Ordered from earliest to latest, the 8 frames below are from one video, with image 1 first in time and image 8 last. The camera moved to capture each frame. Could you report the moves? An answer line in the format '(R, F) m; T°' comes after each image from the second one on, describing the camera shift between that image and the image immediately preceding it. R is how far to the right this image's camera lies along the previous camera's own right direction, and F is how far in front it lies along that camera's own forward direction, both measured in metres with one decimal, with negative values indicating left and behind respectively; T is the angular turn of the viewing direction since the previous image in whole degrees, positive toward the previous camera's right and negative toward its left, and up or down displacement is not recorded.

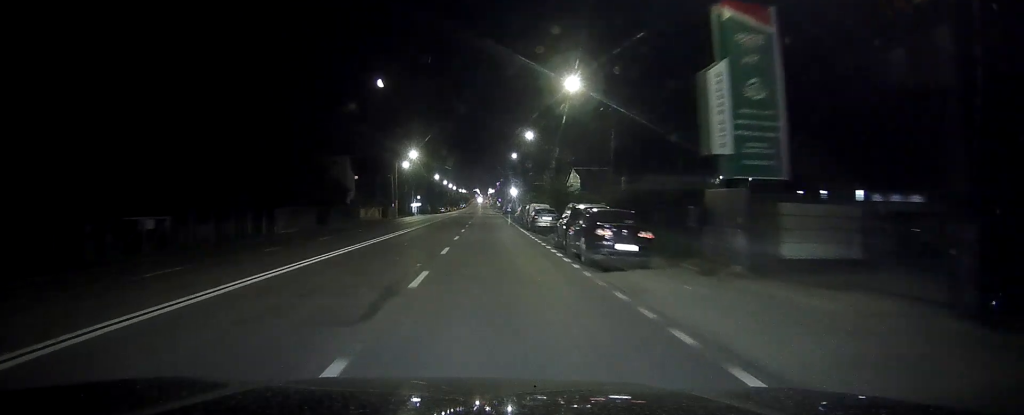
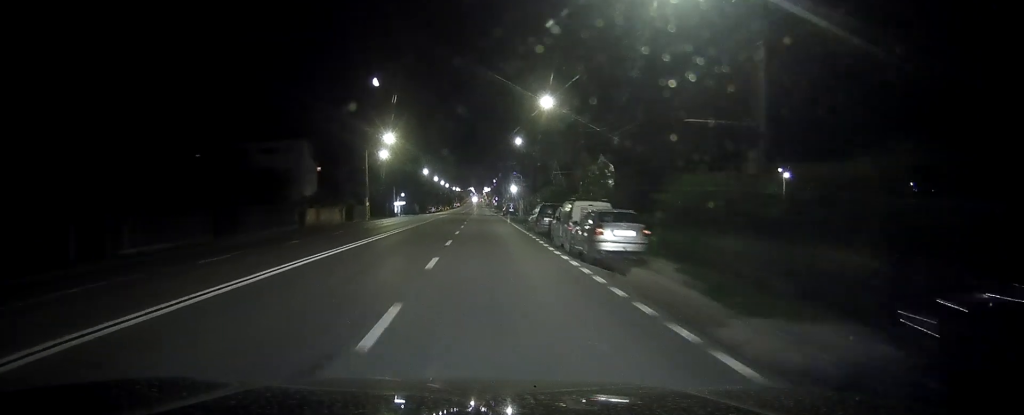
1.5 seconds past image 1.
(-0.1, +23.4) m; 0°
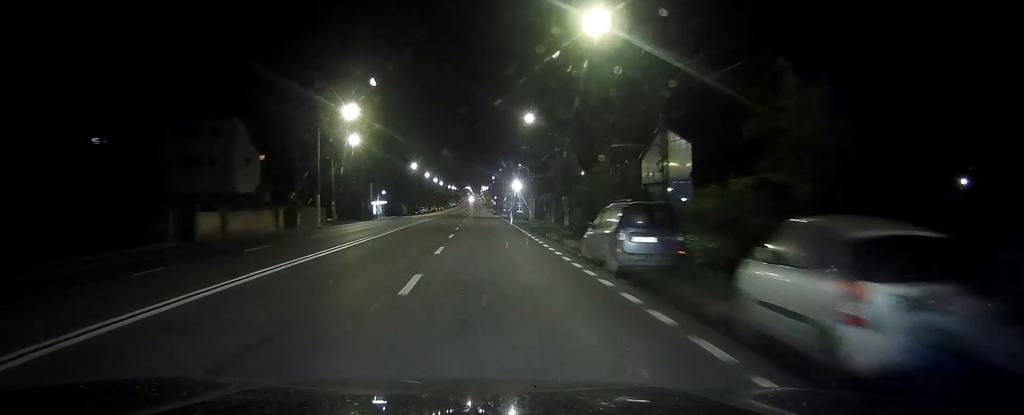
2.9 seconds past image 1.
(+0.1, +22.8) m; 0°
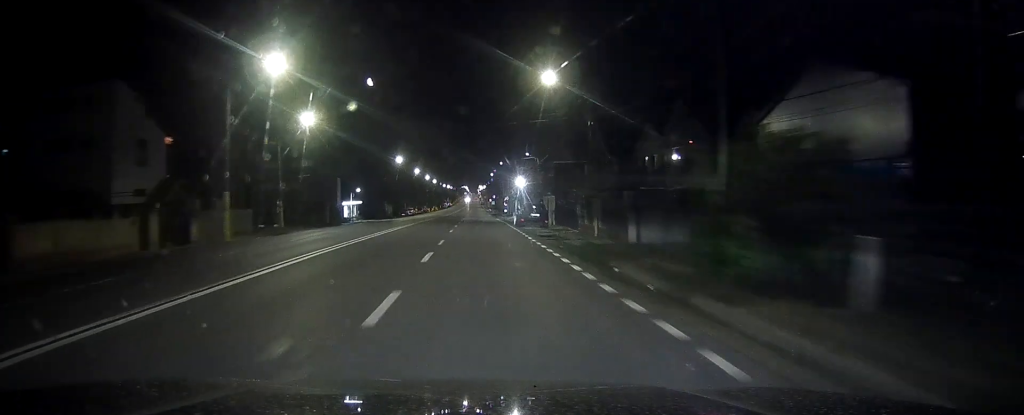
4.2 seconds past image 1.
(0.0, +20.7) m; 0°
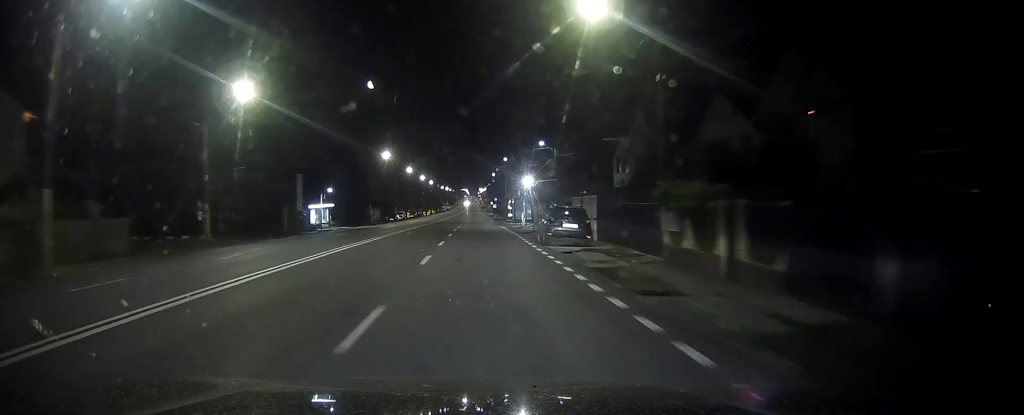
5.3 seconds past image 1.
(+0.1, +16.9) m; +1°
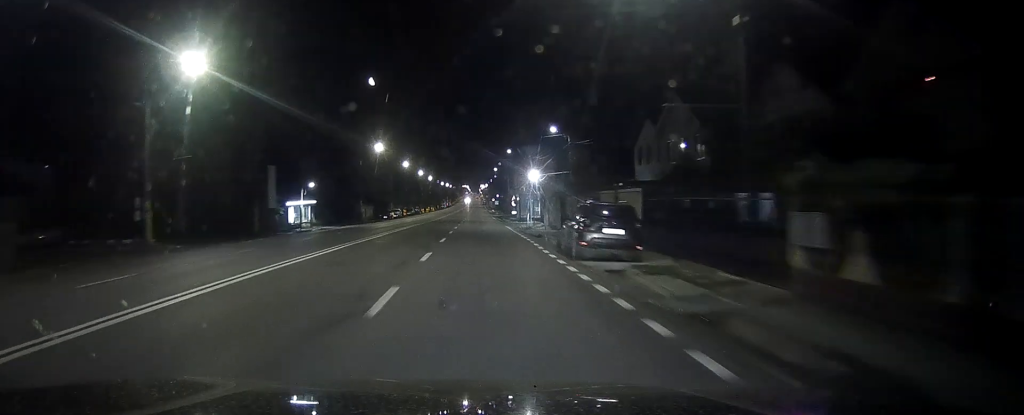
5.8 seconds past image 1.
(0.0, +8.5) m; 0°
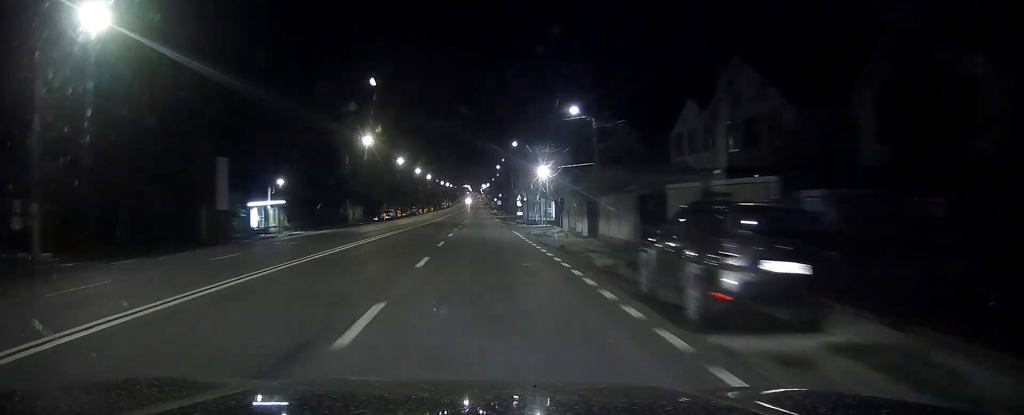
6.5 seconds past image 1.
(0.0, +10.6) m; 0°
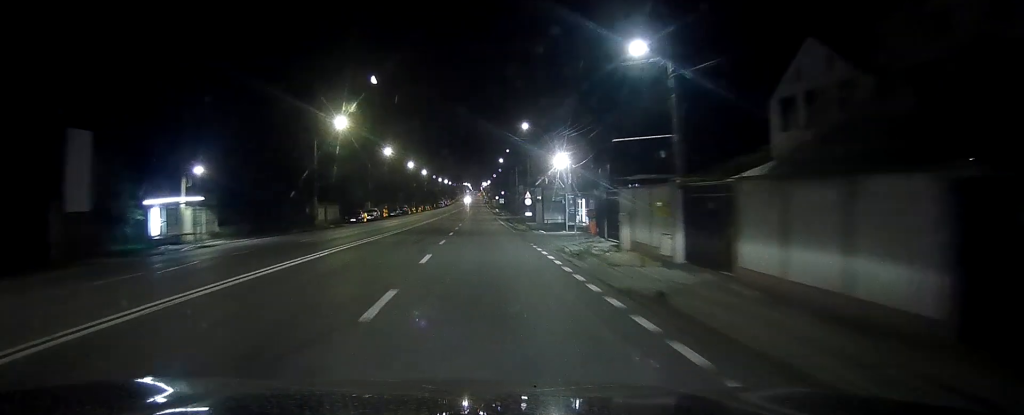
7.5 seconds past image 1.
(-0.1, +16.5) m; 0°
